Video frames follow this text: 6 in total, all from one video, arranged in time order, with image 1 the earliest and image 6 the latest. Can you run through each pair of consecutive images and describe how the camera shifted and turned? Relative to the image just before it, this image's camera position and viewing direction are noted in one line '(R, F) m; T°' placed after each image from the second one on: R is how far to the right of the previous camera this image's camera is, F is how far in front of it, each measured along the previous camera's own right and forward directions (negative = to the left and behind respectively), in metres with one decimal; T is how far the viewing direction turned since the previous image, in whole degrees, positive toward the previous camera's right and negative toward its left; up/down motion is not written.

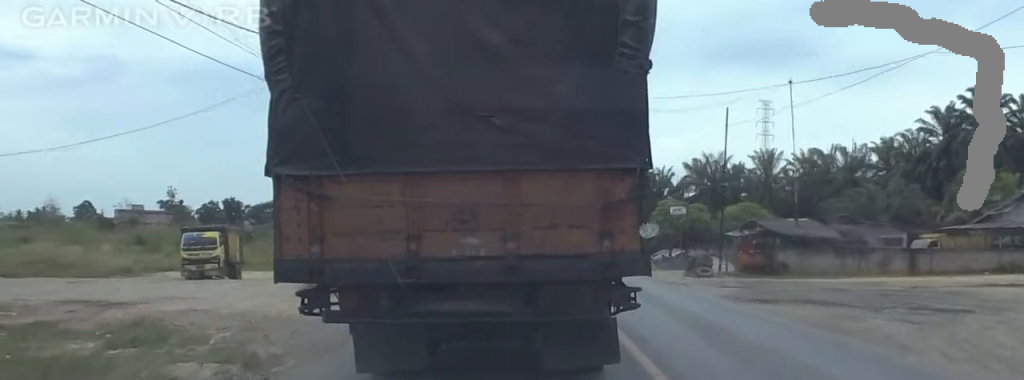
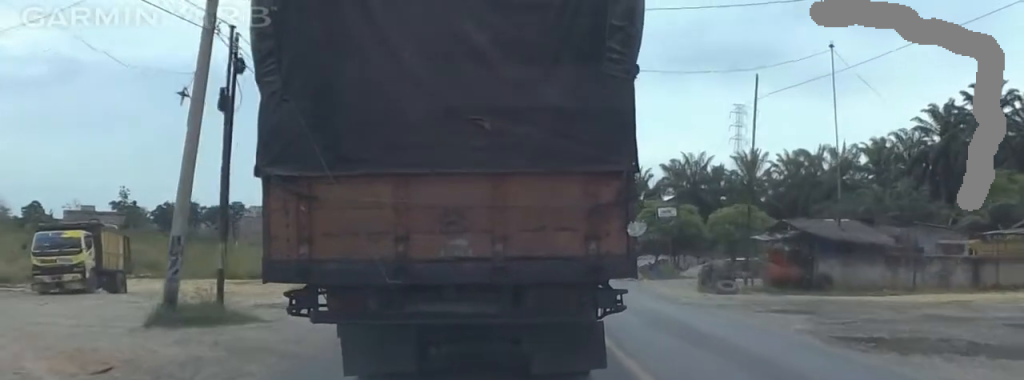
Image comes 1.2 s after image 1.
(+1.0, +9.4) m; +1°
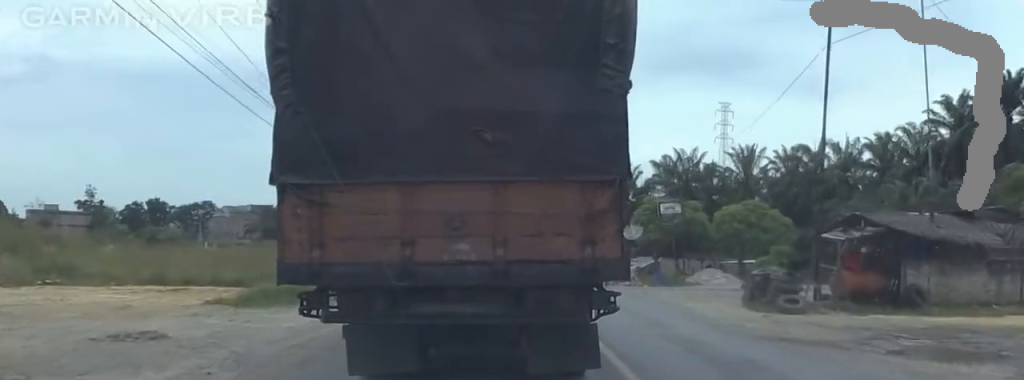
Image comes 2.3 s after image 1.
(-0.5, +8.9) m; 0°
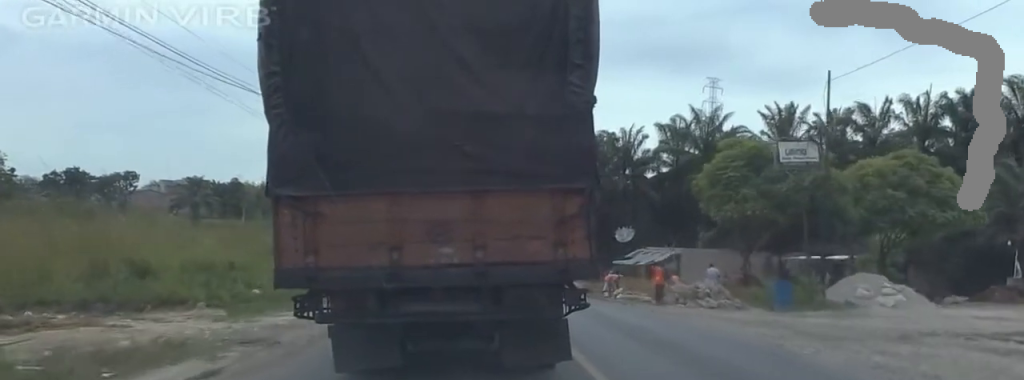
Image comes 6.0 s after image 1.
(-1.3, +31.3) m; -1°
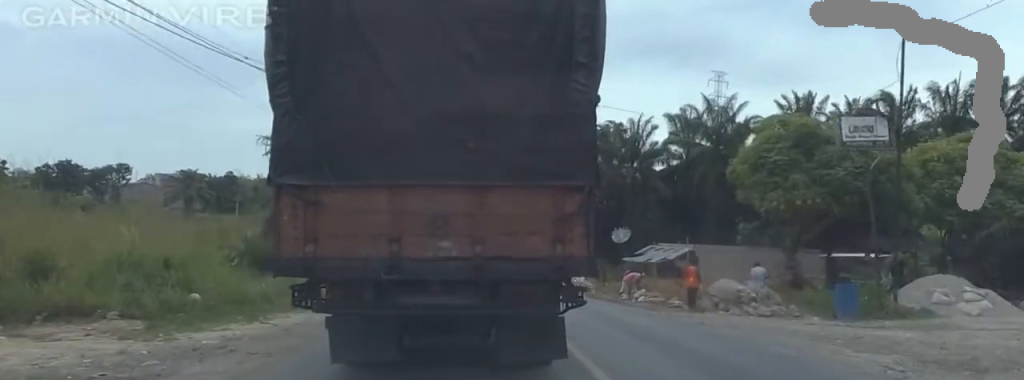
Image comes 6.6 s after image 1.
(0.0, +5.2) m; -1°
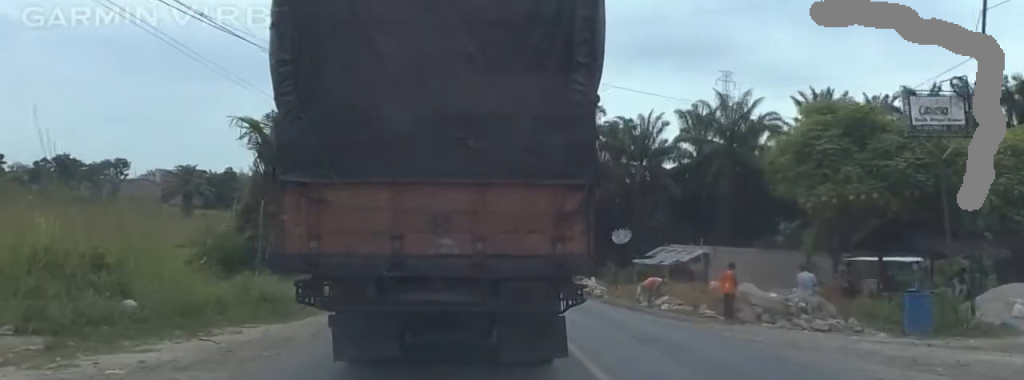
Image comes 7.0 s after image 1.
(0.0, +3.8) m; 0°
